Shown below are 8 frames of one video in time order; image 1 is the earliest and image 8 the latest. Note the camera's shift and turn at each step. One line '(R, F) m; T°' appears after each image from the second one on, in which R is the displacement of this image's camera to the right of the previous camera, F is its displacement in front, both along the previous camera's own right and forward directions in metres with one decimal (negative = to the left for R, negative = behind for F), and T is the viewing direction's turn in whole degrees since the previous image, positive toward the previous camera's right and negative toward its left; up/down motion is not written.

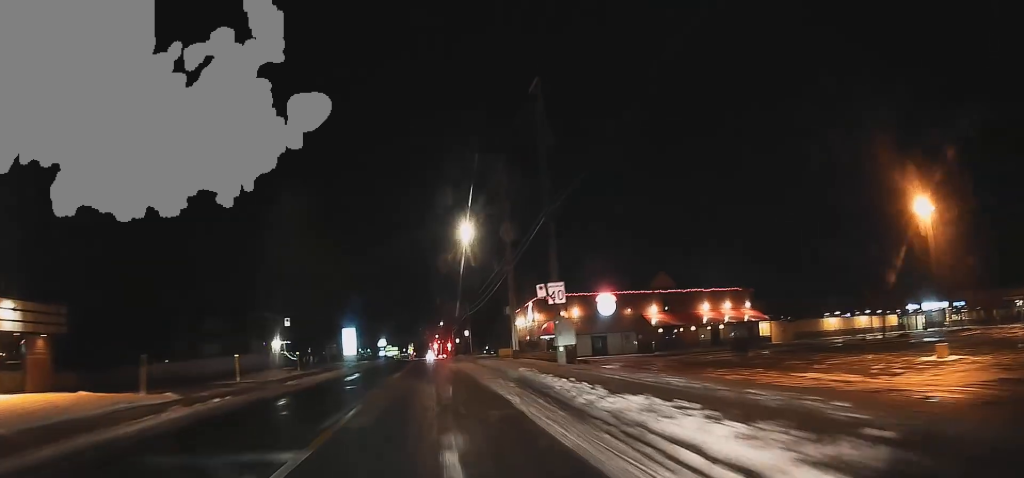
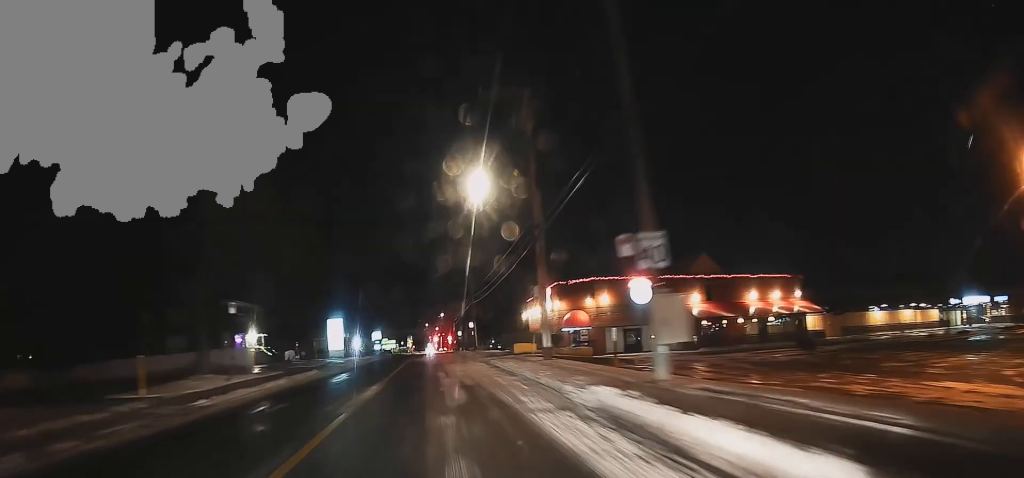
(+0.1, +8.6) m; +1°
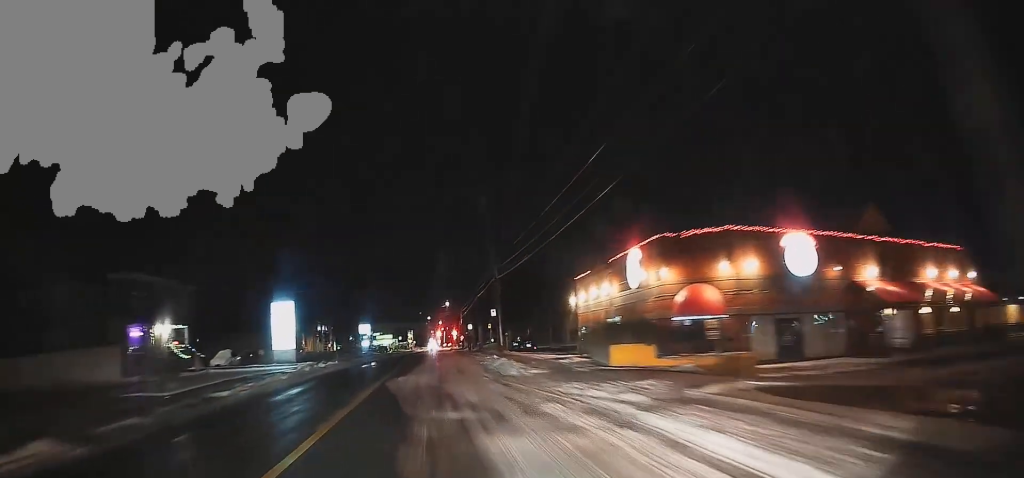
(+0.1, +20.3) m; 0°
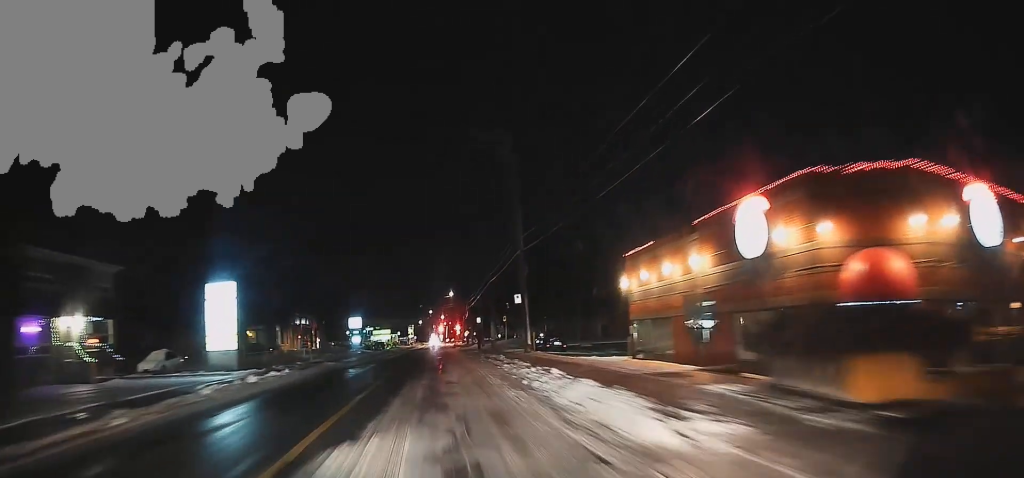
(0.0, +11.3) m; 0°
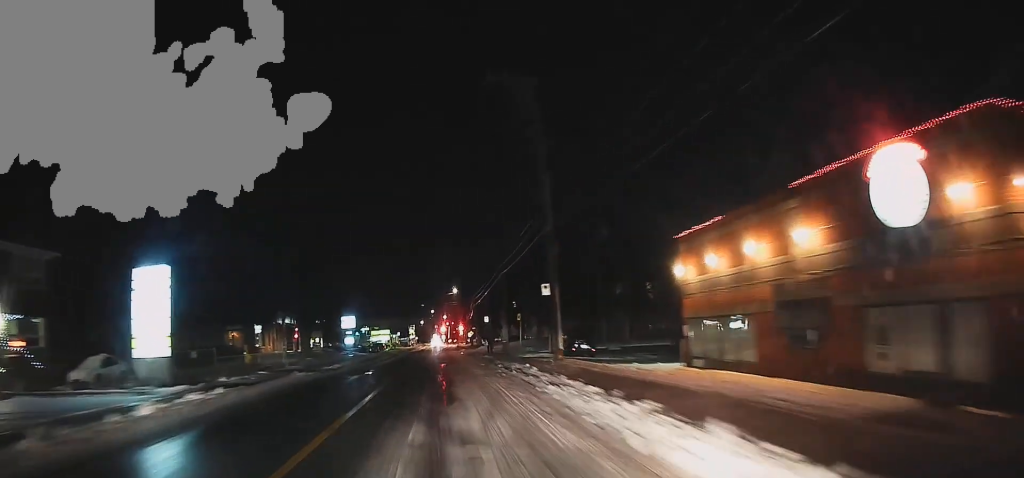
(+0.2, +7.0) m; 0°
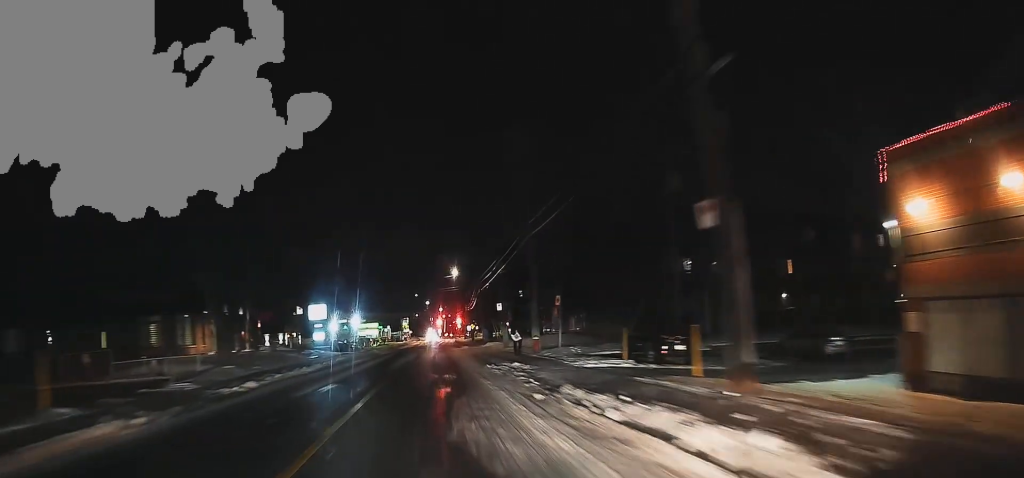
(-0.4, +14.7) m; -1°
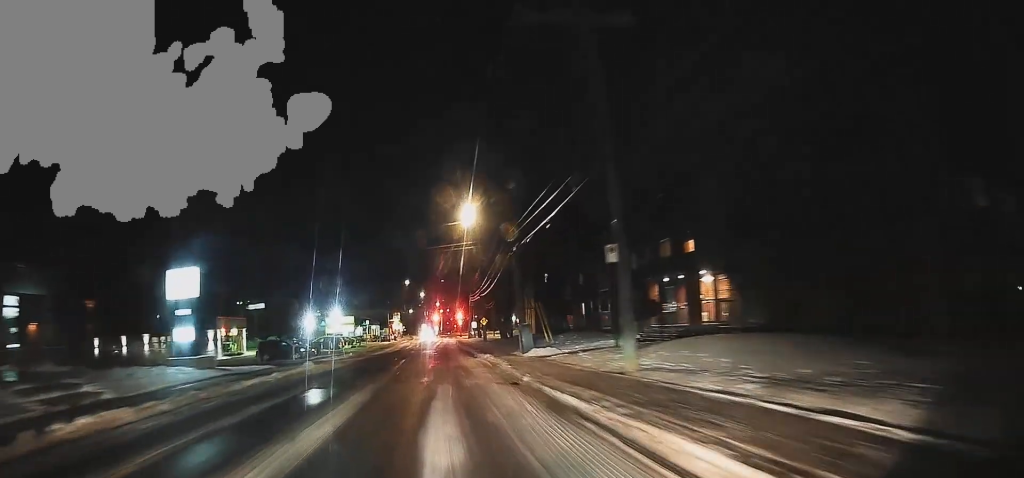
(+0.1, +26.4) m; 0°
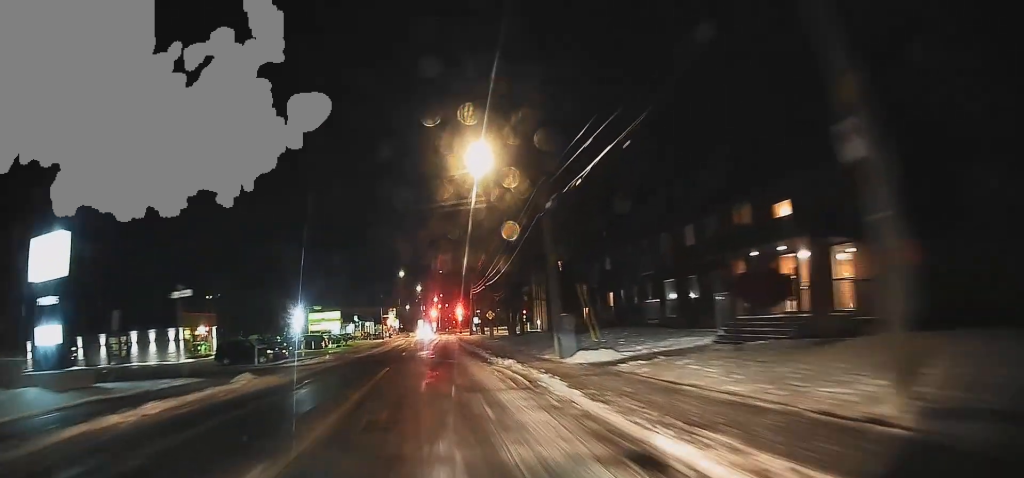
(0.0, +9.4) m; +1°
